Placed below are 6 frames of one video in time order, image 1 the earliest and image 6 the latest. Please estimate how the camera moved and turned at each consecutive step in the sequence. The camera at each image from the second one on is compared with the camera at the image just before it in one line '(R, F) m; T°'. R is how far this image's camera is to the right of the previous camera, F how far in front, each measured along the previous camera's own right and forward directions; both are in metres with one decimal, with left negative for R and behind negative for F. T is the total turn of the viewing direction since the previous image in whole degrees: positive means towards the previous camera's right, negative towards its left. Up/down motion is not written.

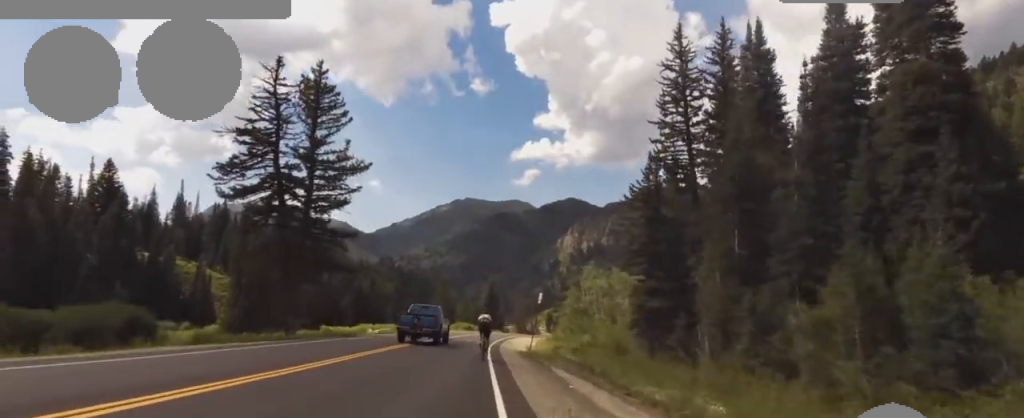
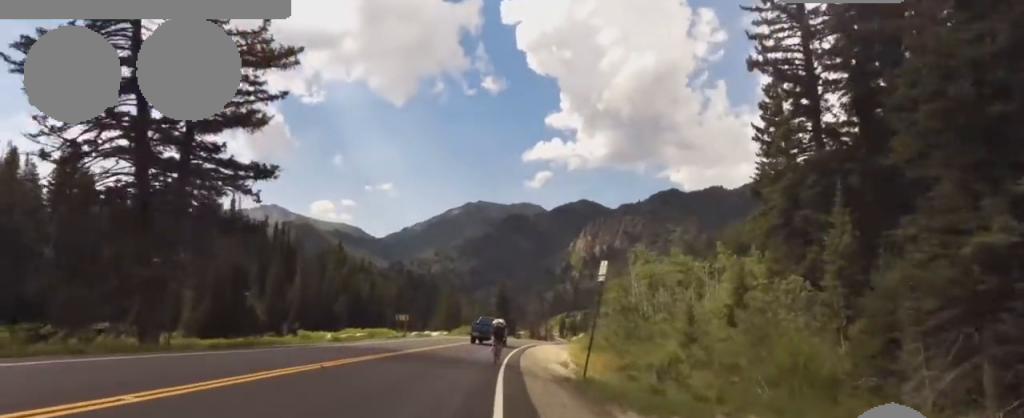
(-0.1, +19.4) m; 0°
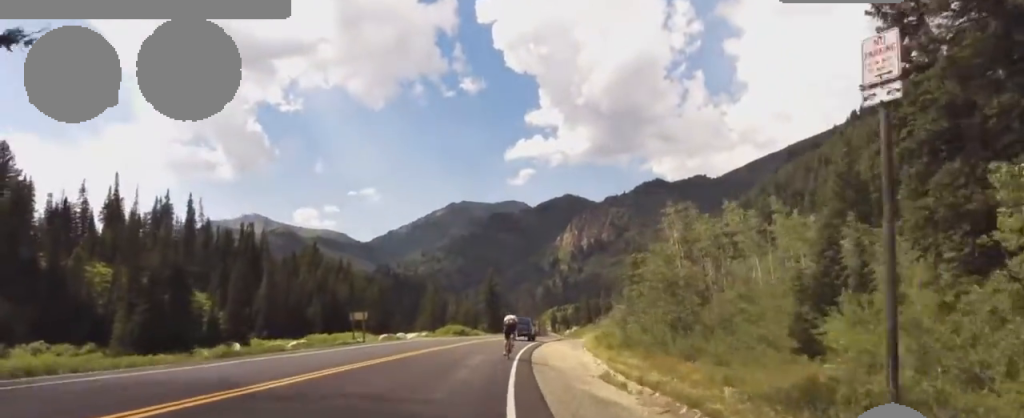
(-0.1, +14.4) m; 0°
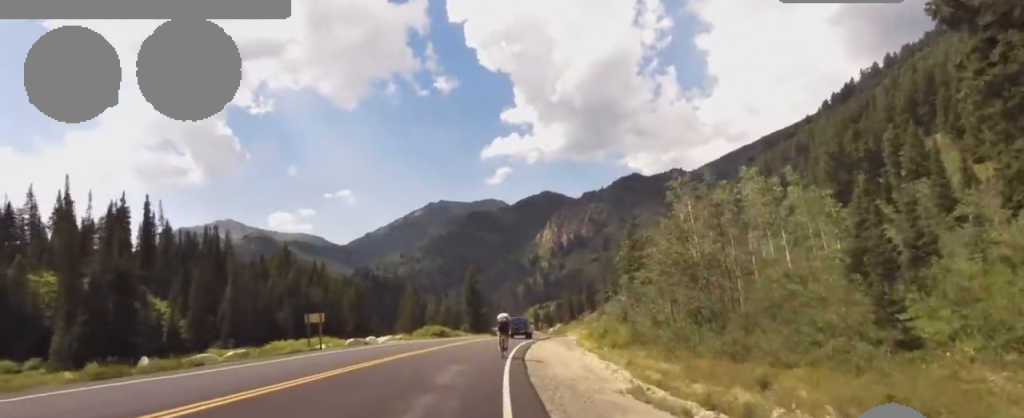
(-0.1, +6.1) m; 0°
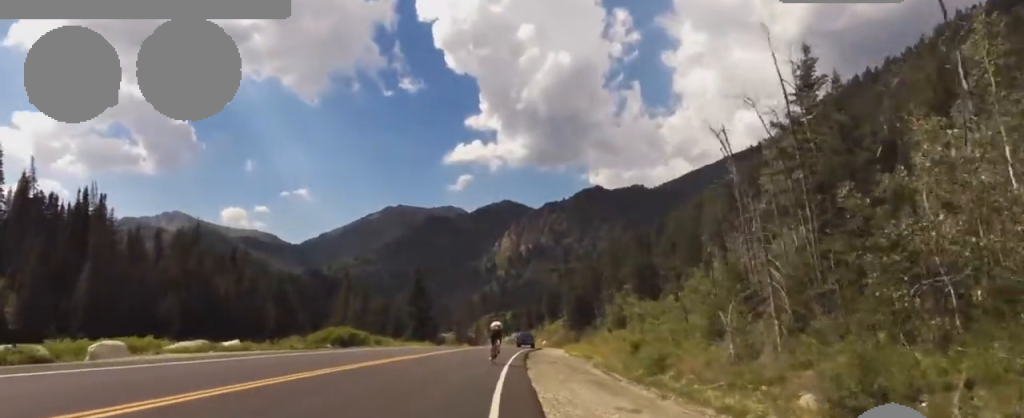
(+0.9, +30.1) m; +8°
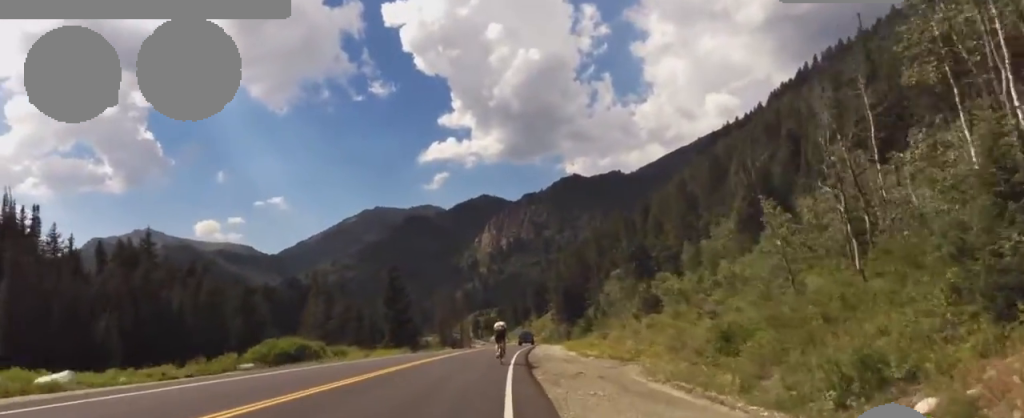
(+0.8, +11.1) m; +4°
